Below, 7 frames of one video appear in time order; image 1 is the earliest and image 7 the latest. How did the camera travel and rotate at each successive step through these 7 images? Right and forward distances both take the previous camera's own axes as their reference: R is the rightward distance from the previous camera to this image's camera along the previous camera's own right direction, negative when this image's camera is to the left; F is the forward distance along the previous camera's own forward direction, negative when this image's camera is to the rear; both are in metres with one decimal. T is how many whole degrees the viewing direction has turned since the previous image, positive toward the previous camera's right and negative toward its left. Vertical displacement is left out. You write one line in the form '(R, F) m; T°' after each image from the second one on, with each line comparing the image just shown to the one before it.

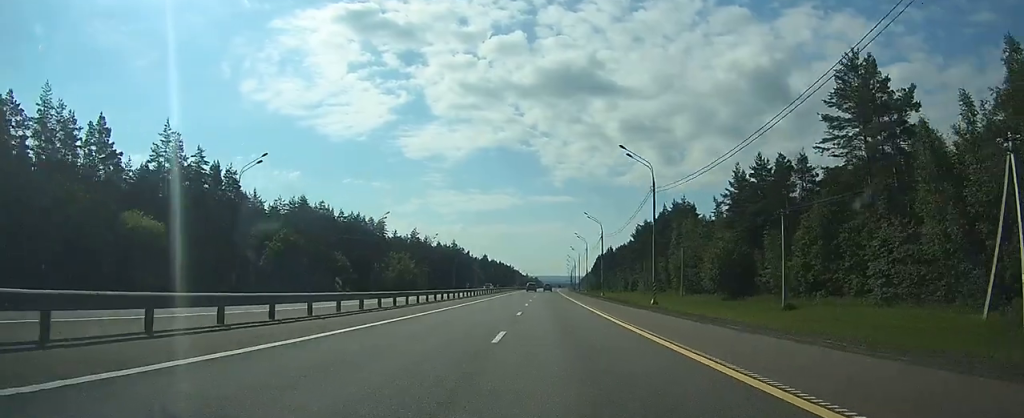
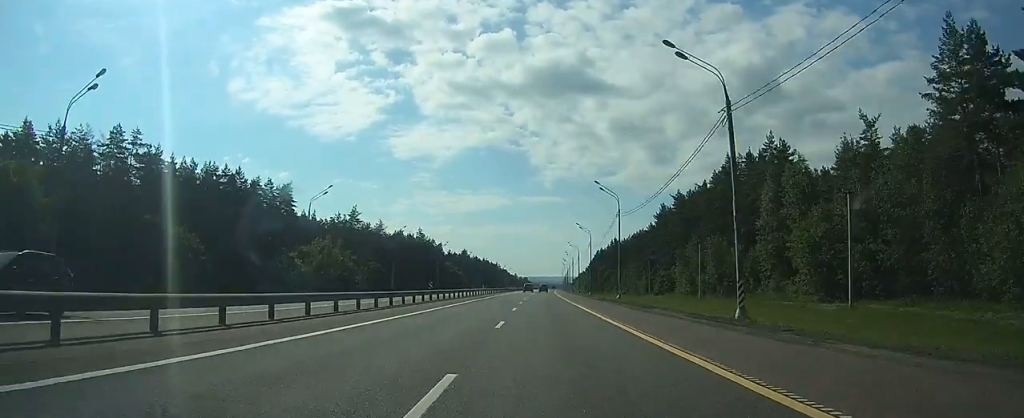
(+0.5, +56.3) m; +1°
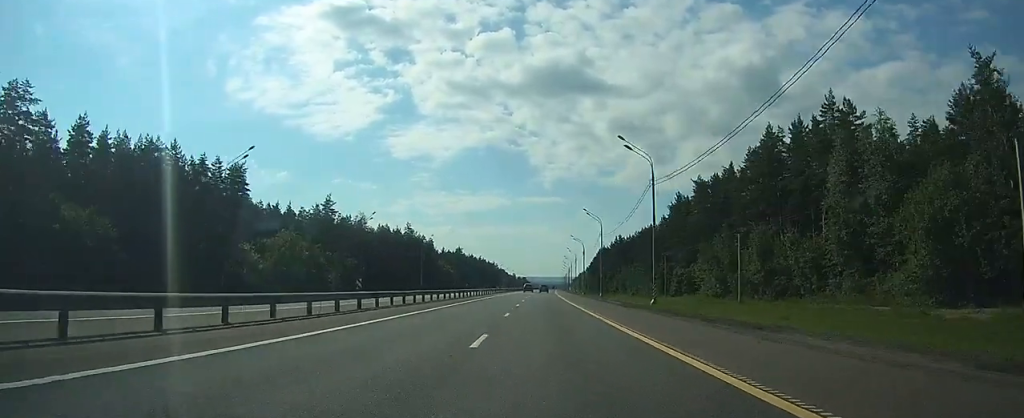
(0.0, +17.7) m; 0°
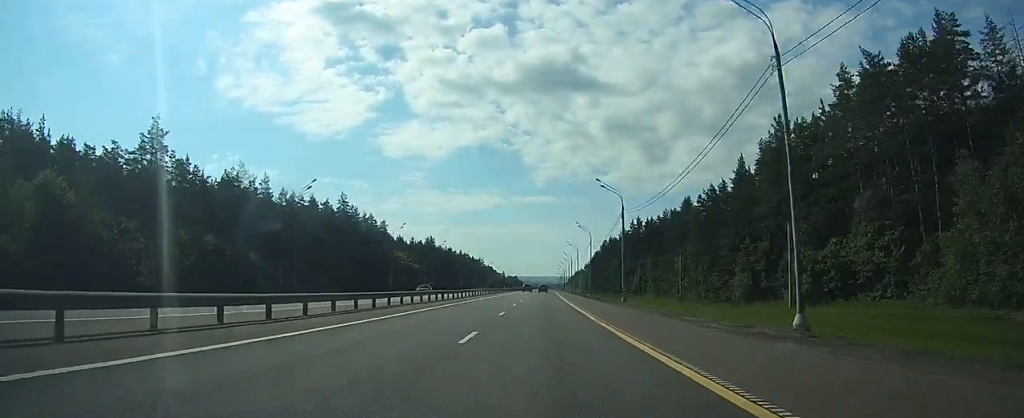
(+0.3, +59.4) m; 0°
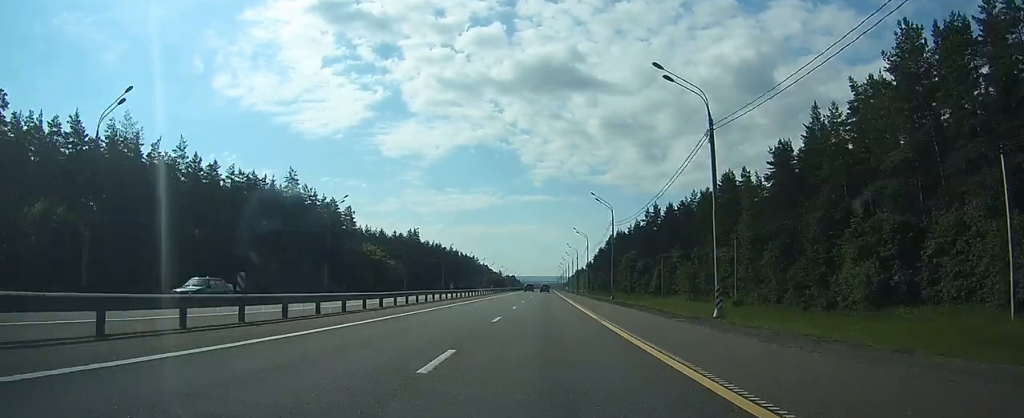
(0.0, +28.5) m; 0°
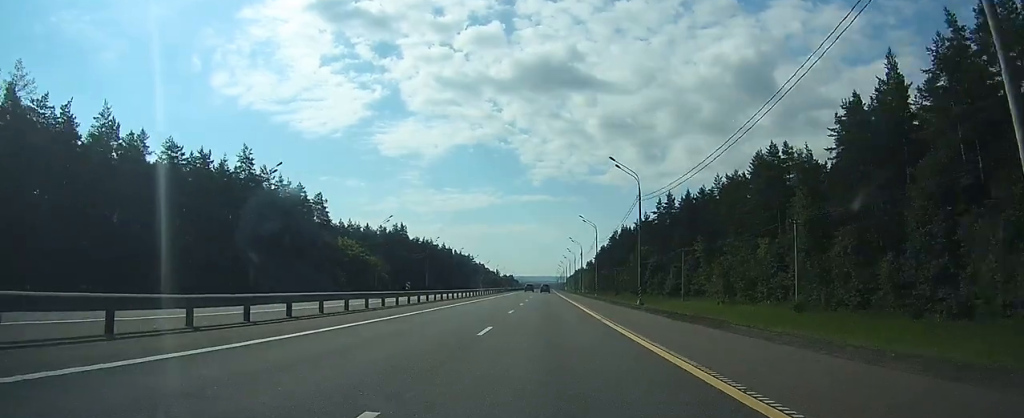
(-0.1, +17.6) m; 0°
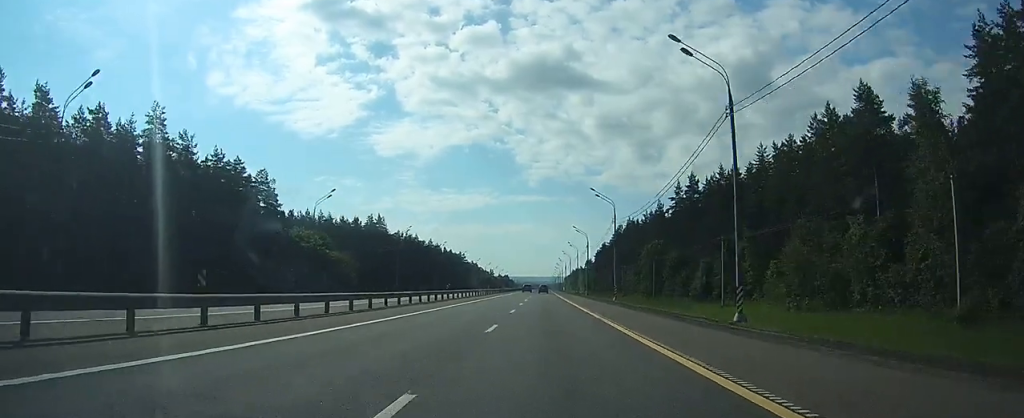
(+0.2, +23.1) m; +1°
